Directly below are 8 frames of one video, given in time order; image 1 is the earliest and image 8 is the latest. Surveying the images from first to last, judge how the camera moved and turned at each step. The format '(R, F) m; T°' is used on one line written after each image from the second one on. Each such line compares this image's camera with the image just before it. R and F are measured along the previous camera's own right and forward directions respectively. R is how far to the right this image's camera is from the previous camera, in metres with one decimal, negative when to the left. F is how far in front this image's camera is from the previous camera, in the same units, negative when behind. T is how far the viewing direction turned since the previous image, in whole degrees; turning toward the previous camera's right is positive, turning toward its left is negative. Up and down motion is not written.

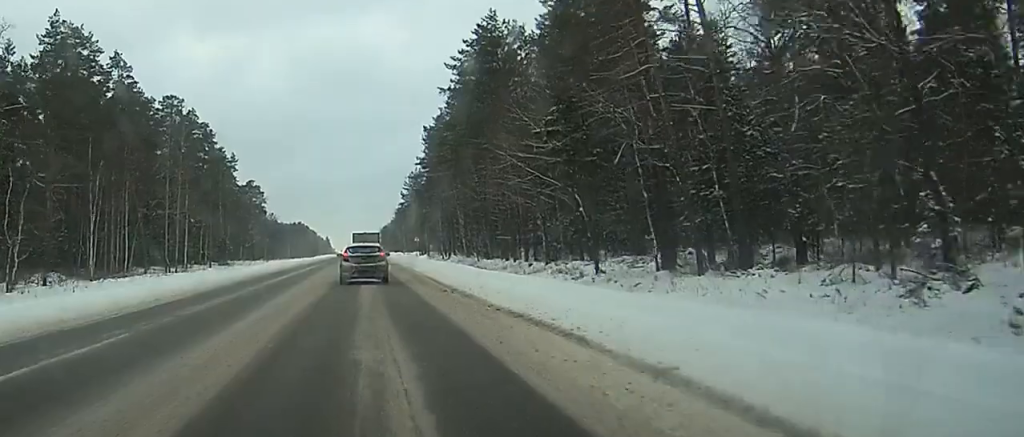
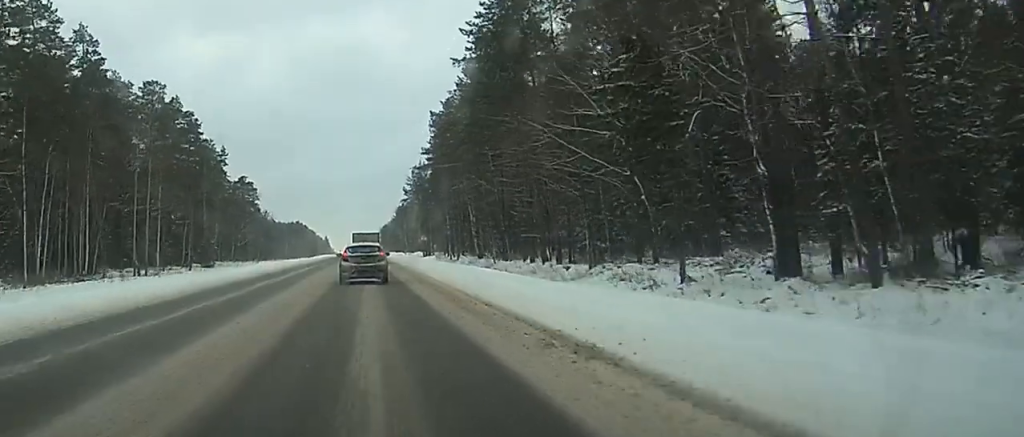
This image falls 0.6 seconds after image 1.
(+0.8, +13.6) m; +3°
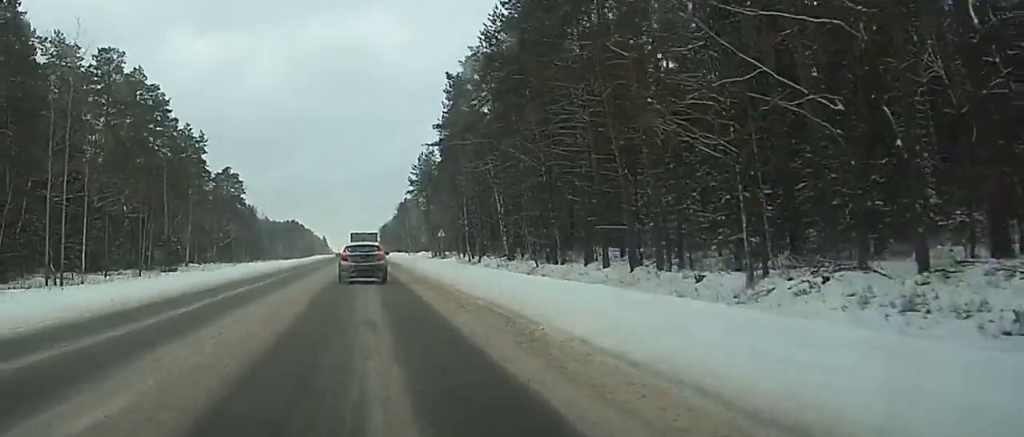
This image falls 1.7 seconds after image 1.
(-0.3, +23.9) m; -3°
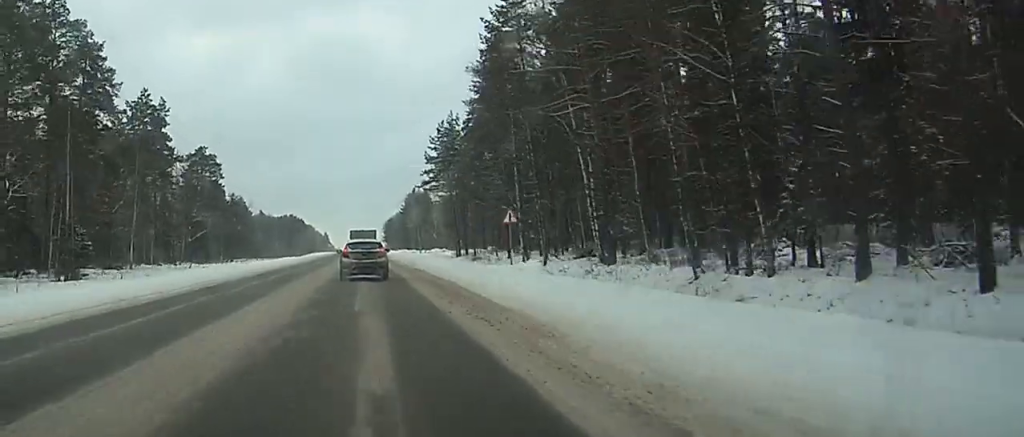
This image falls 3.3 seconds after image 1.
(-1.1, +34.4) m; -2°
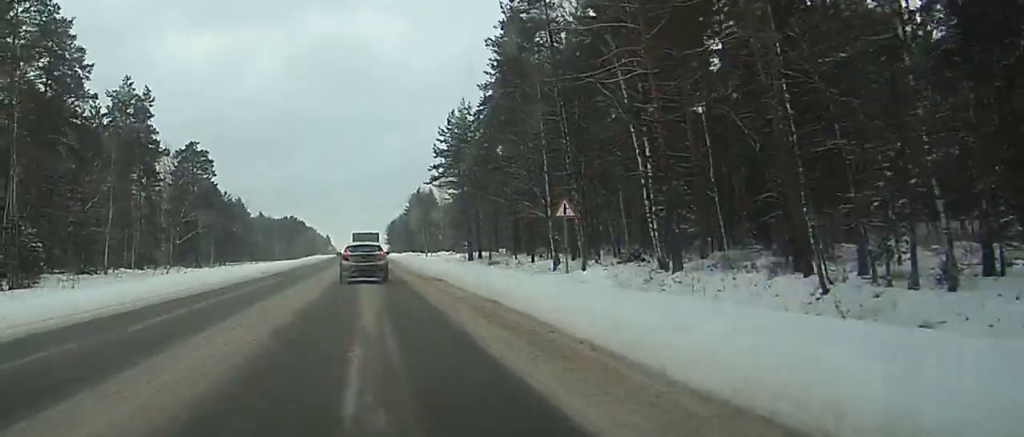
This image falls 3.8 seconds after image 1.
(0.0, +11.1) m; 0°
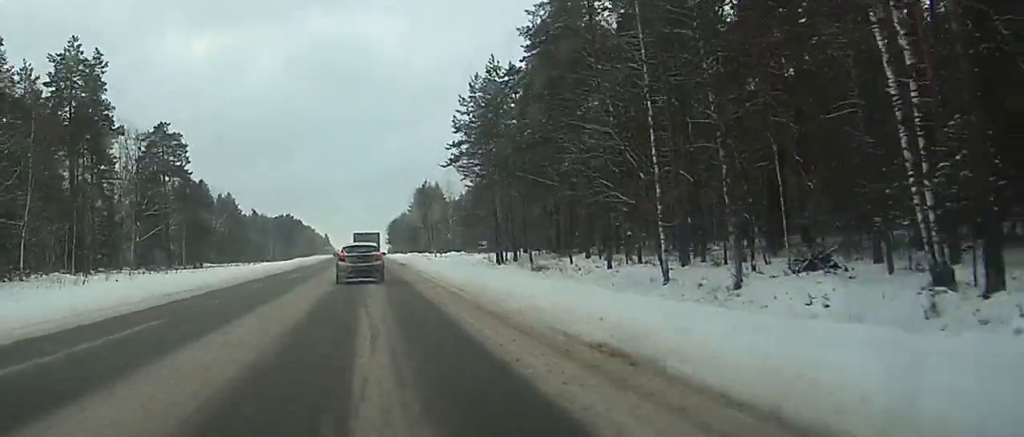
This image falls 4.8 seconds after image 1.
(+0.1, +23.0) m; 0°
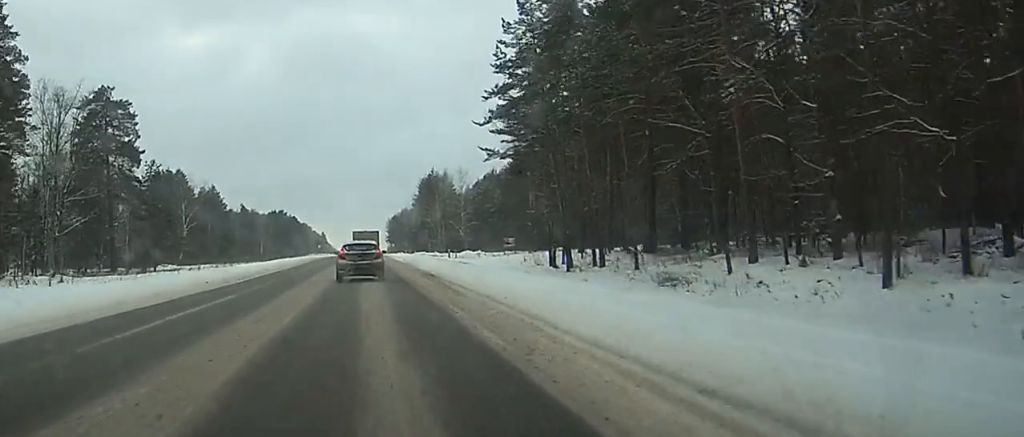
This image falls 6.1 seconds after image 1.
(0.0, +28.3) m; 0°
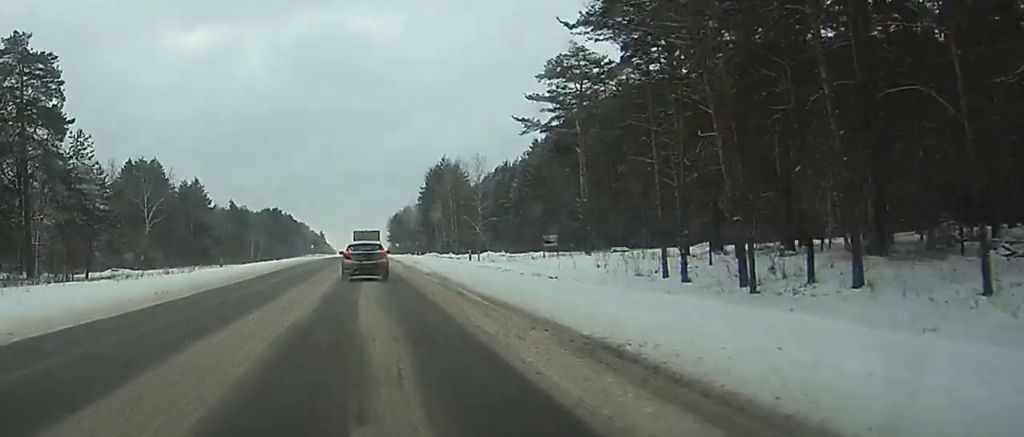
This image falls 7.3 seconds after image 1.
(0.0, +26.1) m; 0°
